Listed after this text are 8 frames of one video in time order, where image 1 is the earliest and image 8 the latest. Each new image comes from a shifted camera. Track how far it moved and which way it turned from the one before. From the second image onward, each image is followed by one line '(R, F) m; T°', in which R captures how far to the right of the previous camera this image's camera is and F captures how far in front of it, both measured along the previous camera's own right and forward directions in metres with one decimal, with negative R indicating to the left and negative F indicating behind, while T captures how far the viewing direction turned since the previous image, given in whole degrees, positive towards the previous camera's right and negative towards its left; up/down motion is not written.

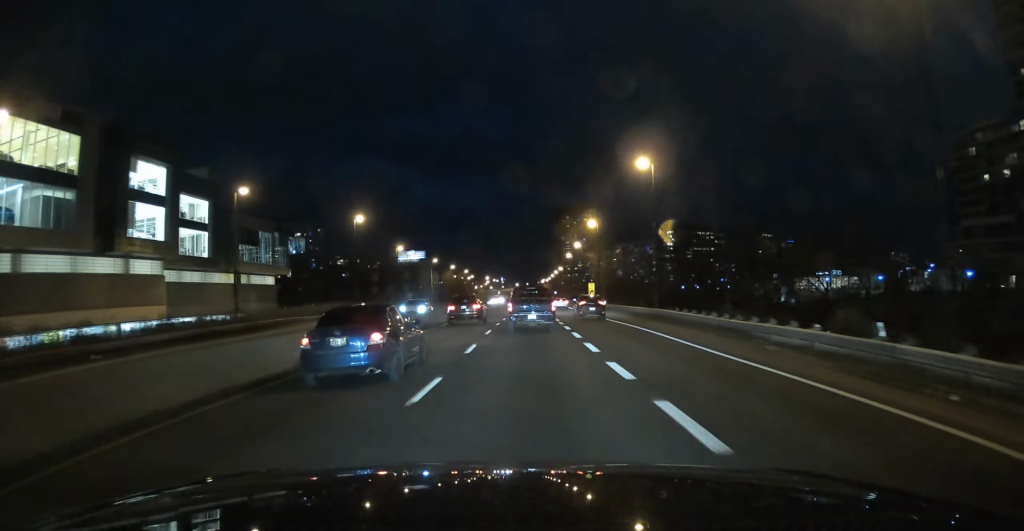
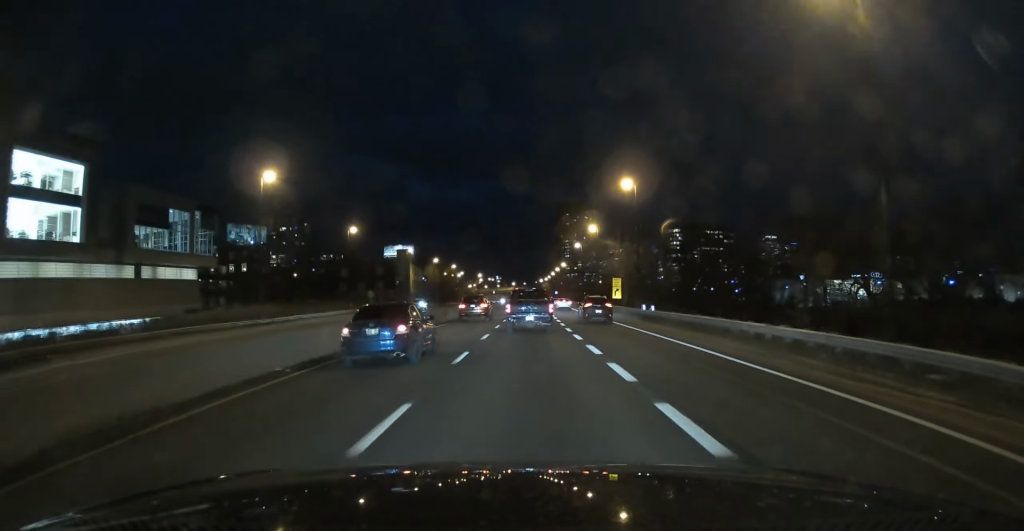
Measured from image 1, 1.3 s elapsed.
(+0.1, +29.7) m; 0°
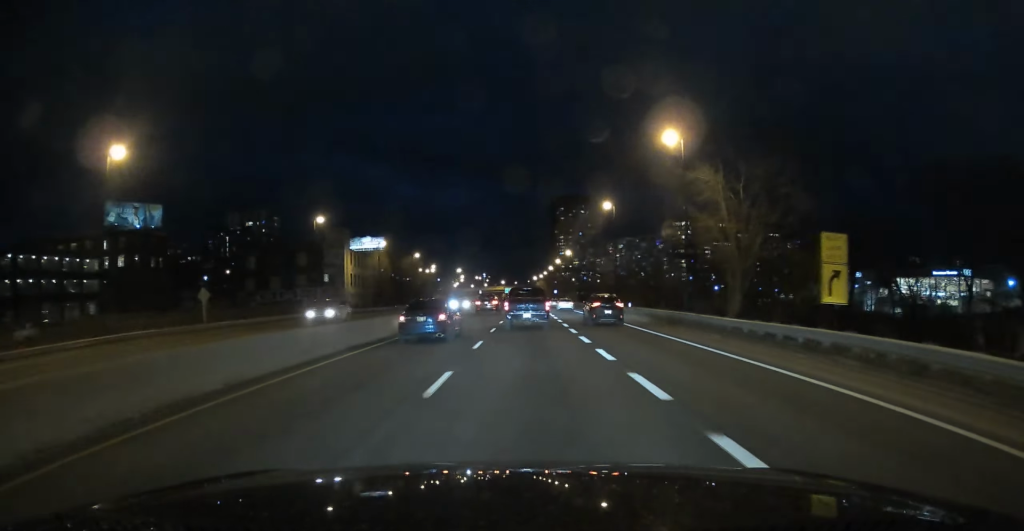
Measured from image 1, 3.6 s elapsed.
(+0.1, +50.1) m; 0°
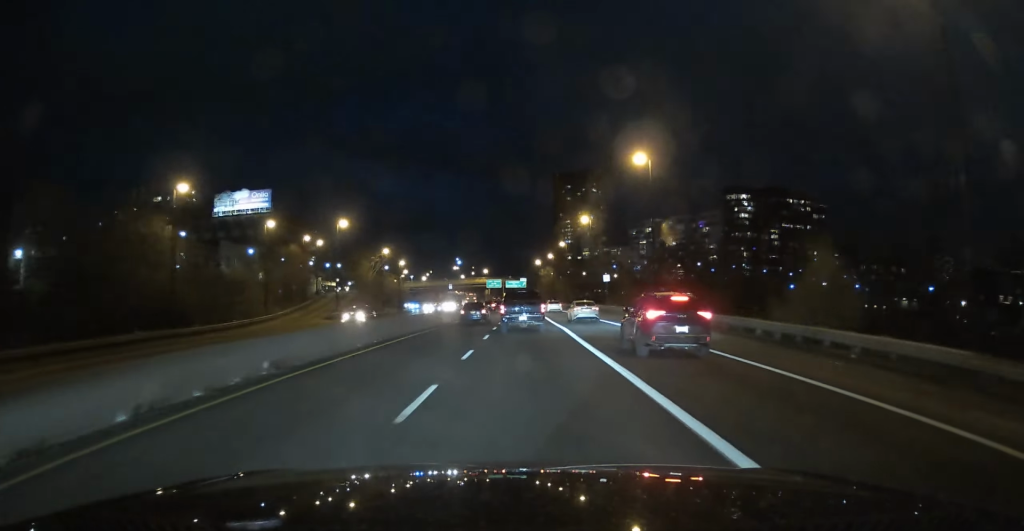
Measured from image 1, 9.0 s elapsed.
(+0.8, +123.5) m; -1°
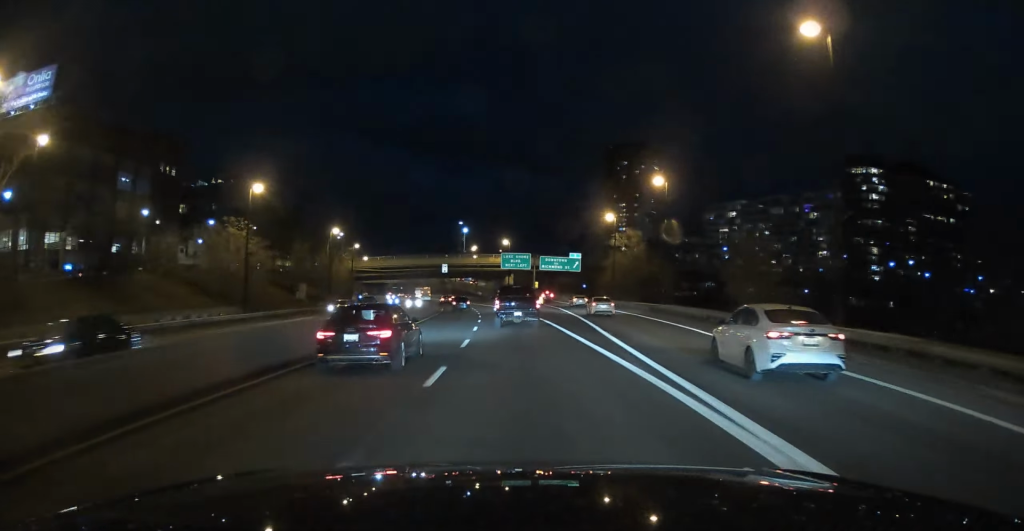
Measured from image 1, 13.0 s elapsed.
(-2.1, +95.1) m; -6°
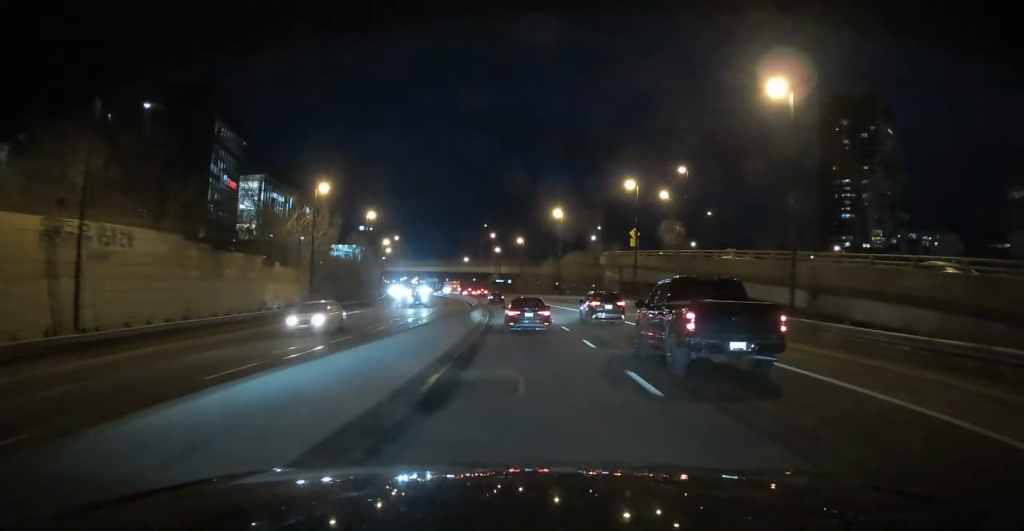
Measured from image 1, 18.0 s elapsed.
(-13.3, +129.8) m; -11°
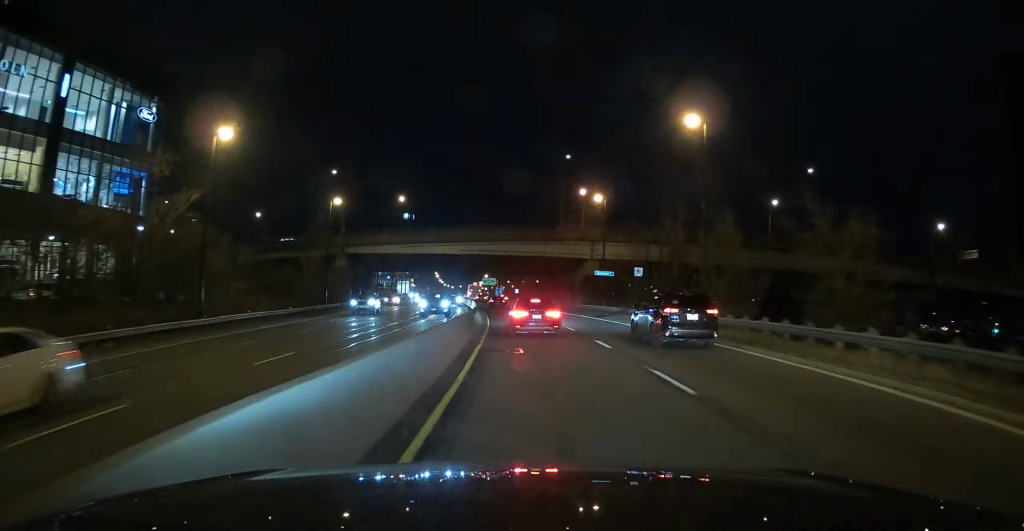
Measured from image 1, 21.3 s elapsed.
(-5.0, +85.4) m; -7°
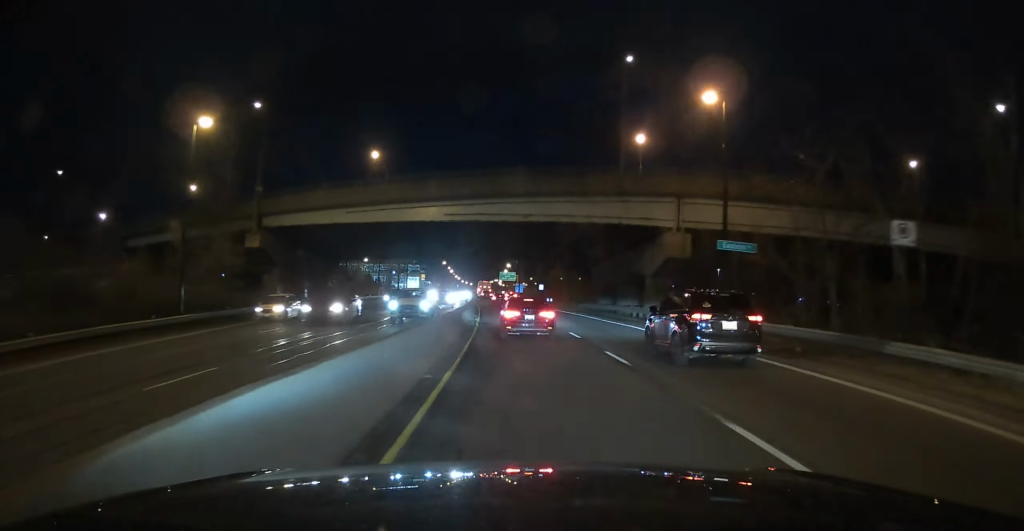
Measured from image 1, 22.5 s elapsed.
(-0.2, +31.2) m; -2°
